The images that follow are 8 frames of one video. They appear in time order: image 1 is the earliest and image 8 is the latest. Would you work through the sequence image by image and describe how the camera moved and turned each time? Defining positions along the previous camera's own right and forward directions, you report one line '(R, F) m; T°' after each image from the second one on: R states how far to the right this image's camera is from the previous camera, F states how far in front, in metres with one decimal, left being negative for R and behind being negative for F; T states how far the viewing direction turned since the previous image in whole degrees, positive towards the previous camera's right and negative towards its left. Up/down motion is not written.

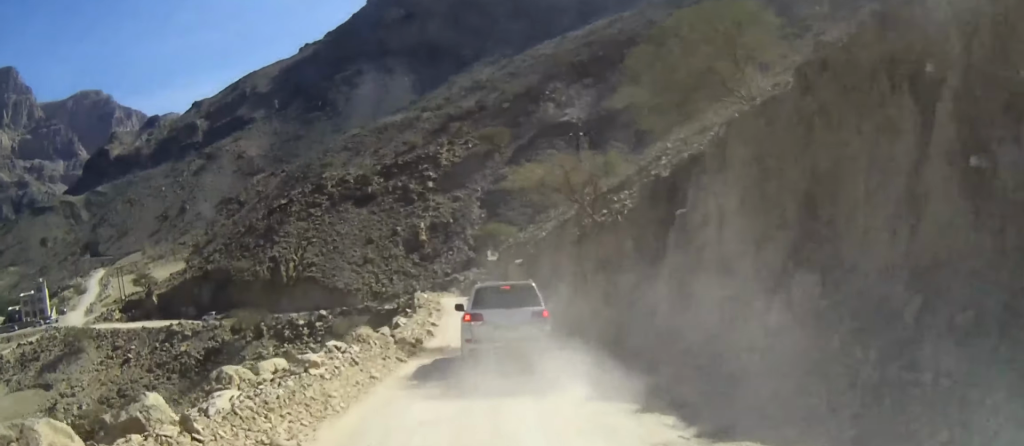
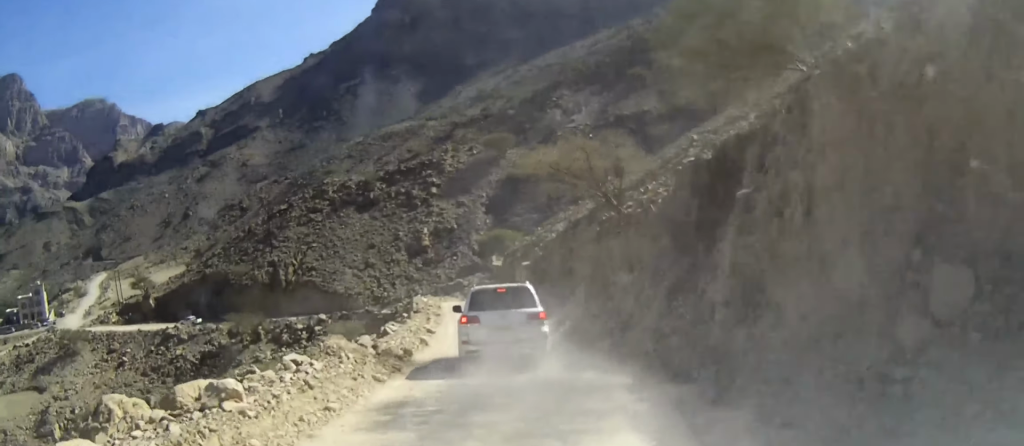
(0.0, +4.1) m; 0°
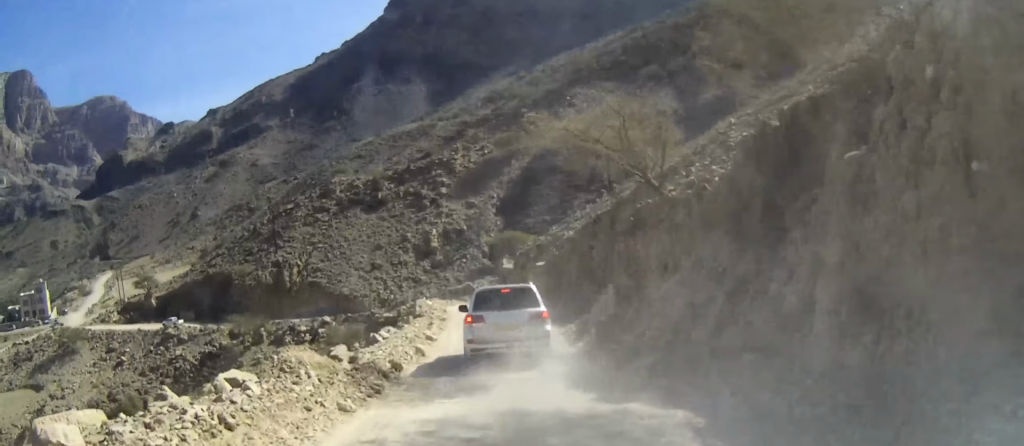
(0.0, +4.2) m; 0°
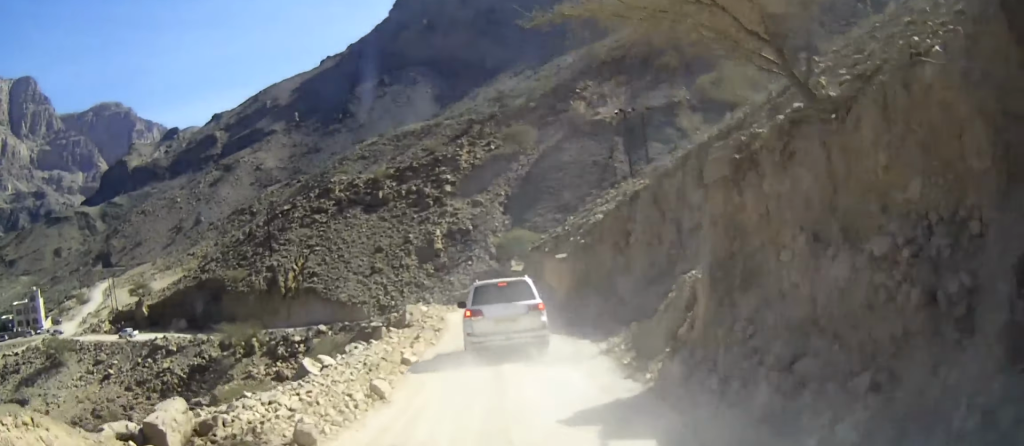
(-0.1, +7.7) m; -1°
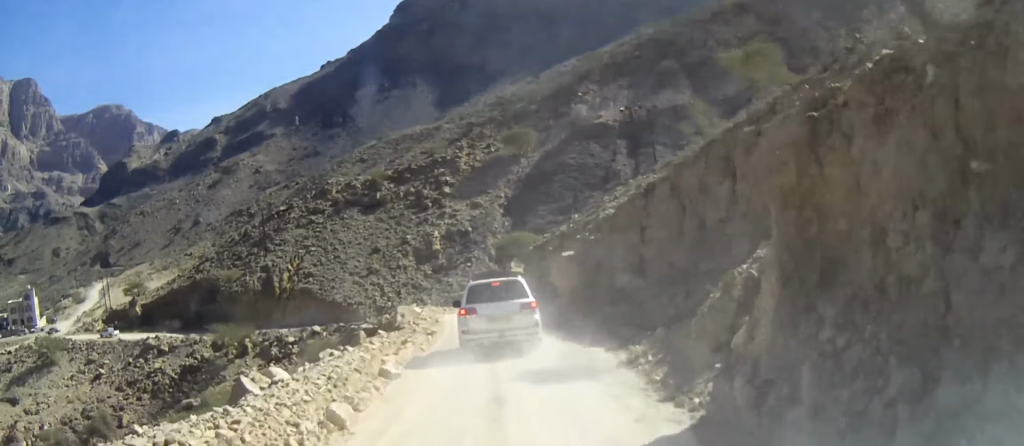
(0.0, +2.7) m; 0°
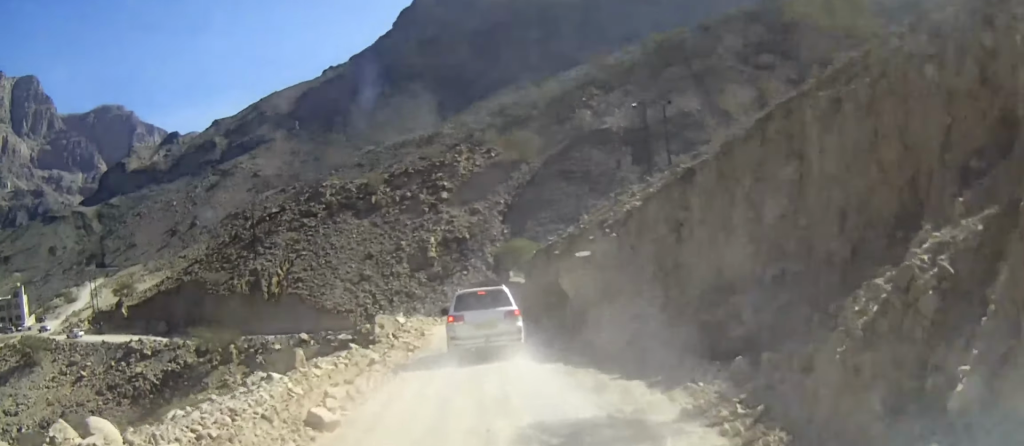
(0.0, +5.1) m; 0°
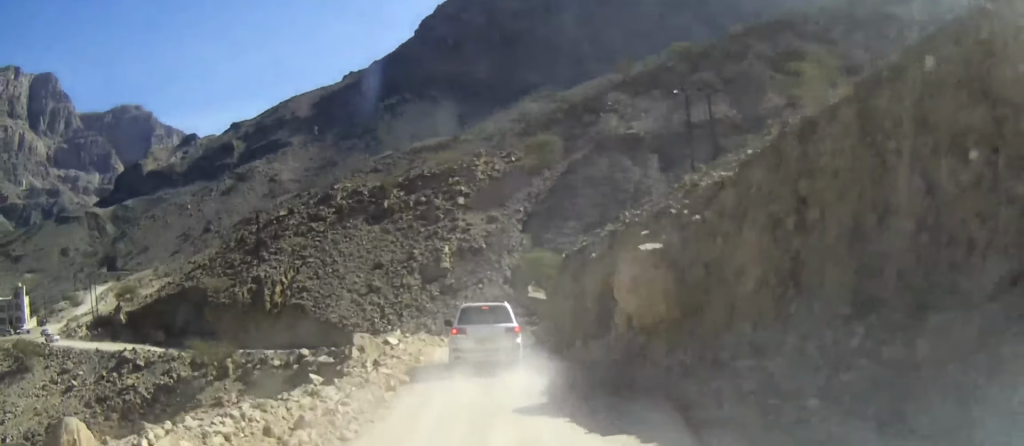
(0.0, +6.7) m; -1°
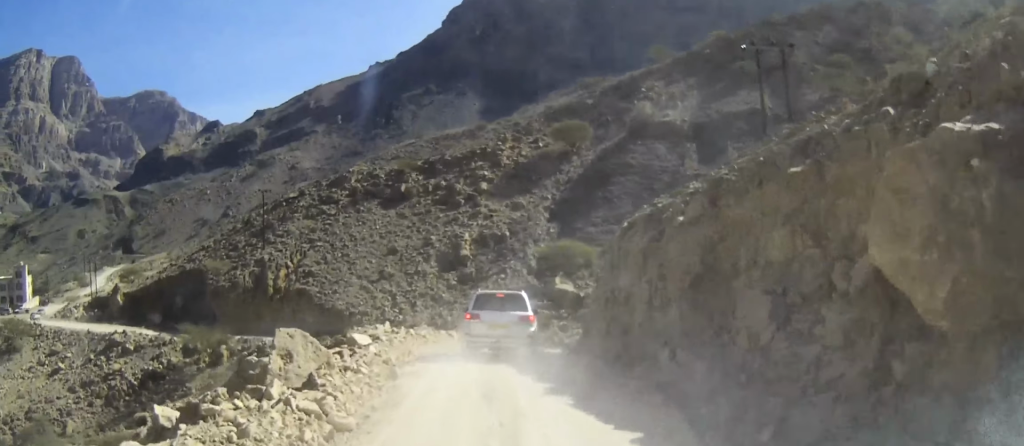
(-0.2, +8.9) m; -1°
